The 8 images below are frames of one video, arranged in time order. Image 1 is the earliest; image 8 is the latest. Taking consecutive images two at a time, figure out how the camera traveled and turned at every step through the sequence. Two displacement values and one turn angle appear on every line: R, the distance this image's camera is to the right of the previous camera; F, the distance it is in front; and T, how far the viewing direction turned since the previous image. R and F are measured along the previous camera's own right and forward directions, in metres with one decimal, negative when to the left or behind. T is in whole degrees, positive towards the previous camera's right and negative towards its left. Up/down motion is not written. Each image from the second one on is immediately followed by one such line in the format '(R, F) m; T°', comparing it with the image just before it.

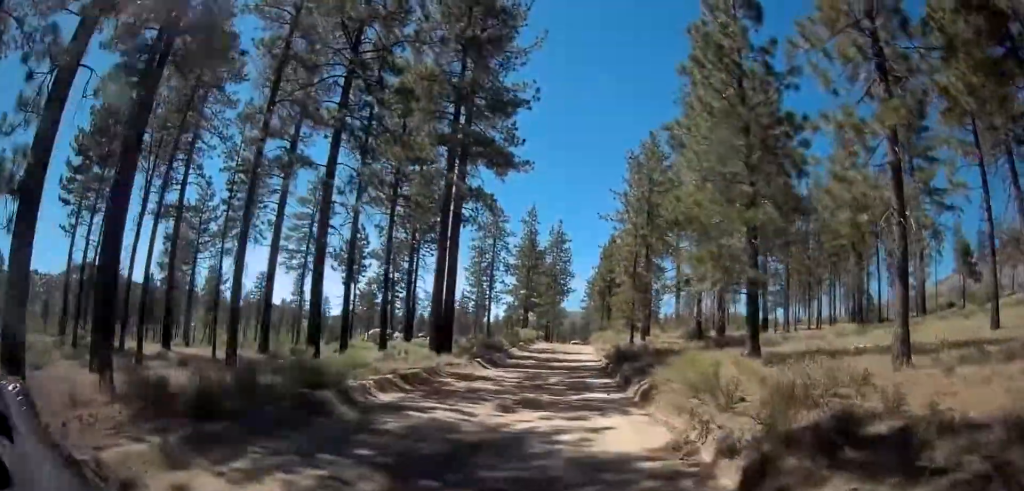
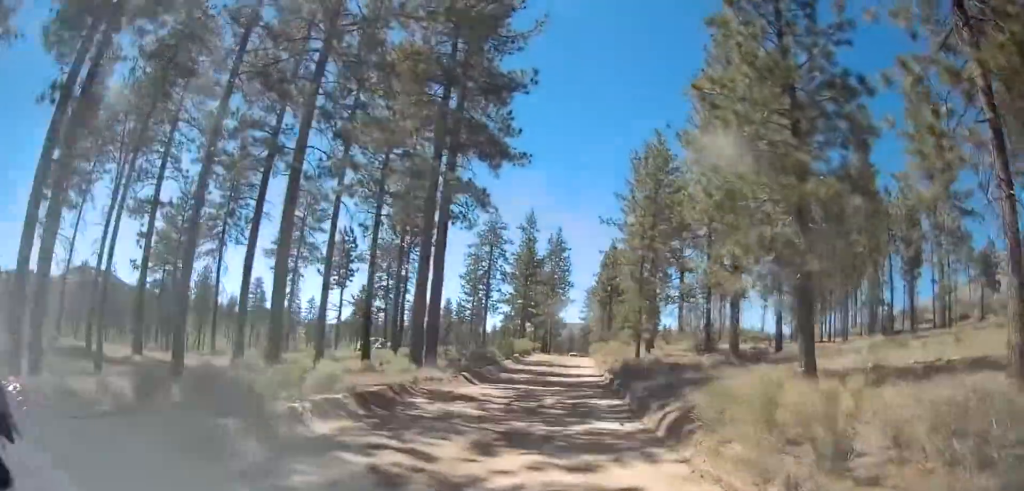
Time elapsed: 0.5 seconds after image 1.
(+0.4, +3.5) m; 0°
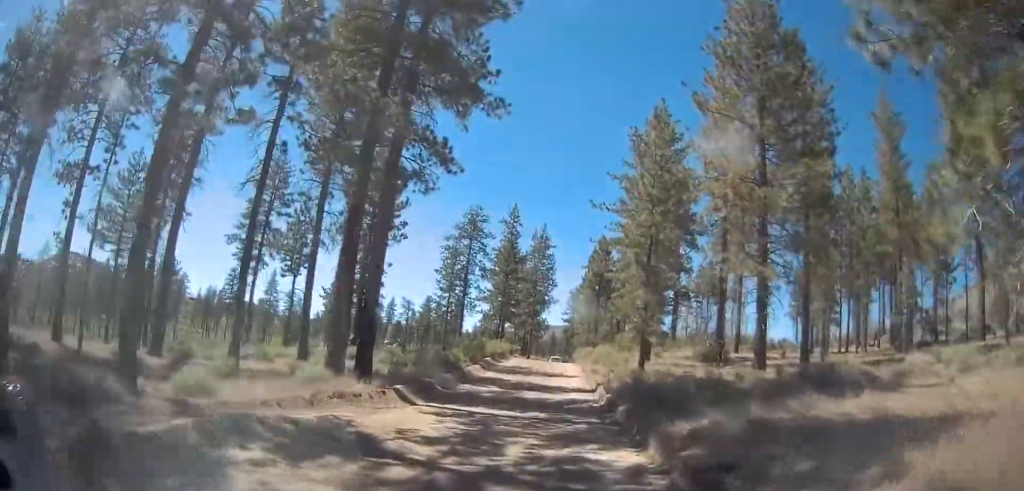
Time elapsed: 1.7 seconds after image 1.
(-0.3, +7.9) m; -2°
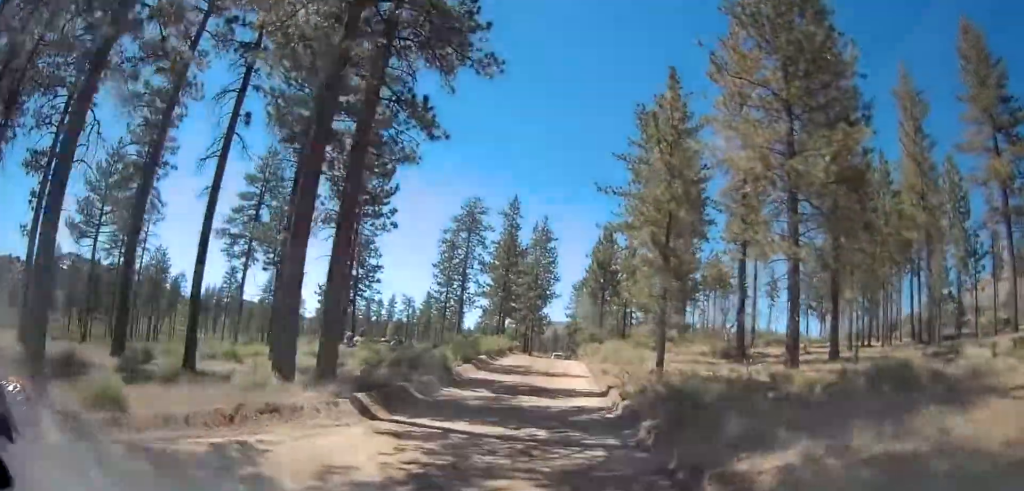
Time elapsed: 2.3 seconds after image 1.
(0.0, +3.9) m; 0°
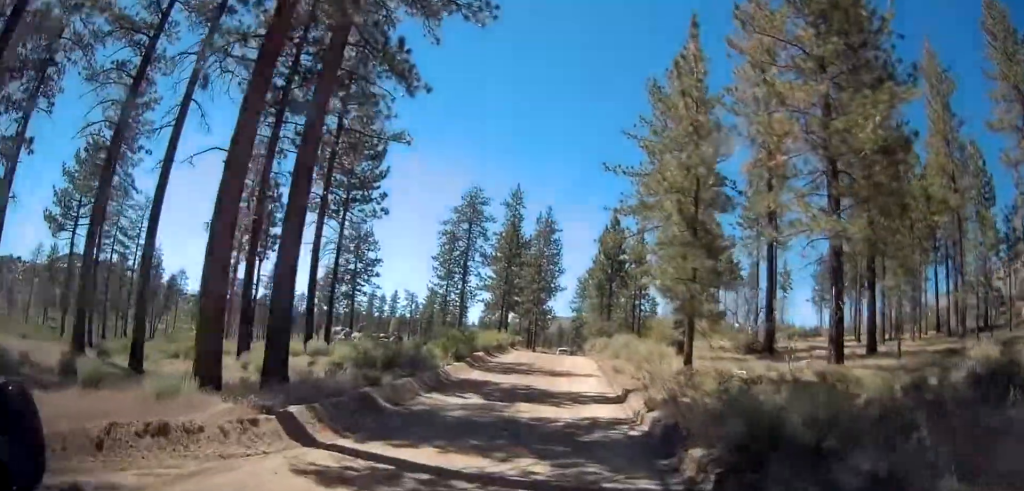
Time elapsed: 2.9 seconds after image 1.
(+0.3, +3.8) m; 0°
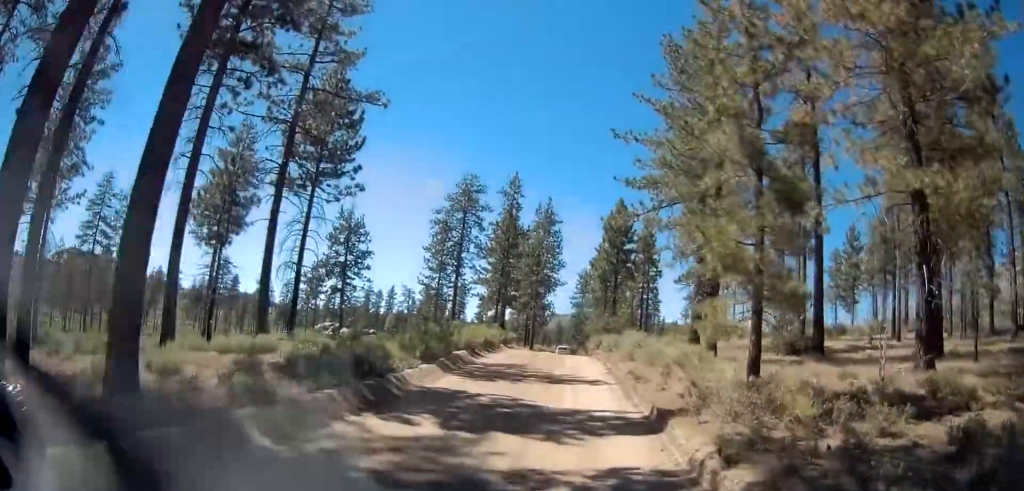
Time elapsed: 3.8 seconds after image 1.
(-0.4, +5.8) m; +1°
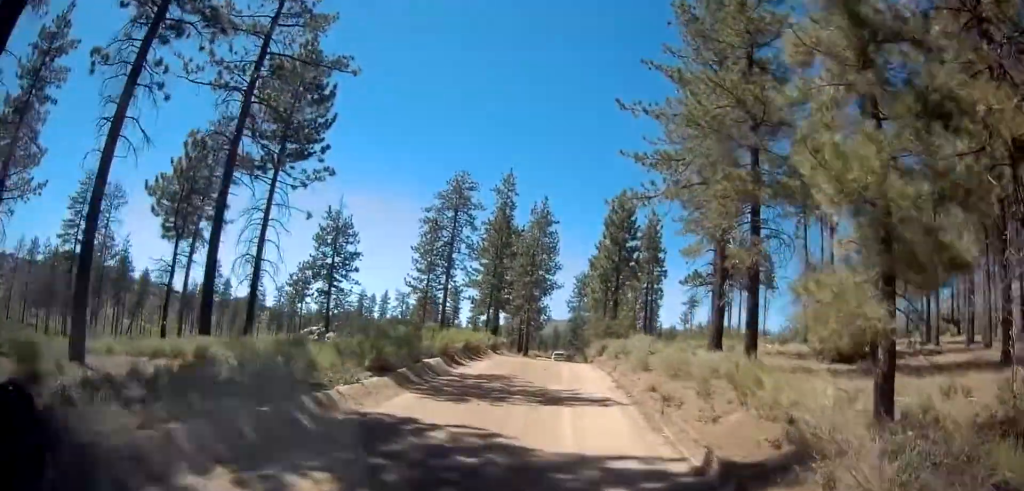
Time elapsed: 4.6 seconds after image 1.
(+0.3, +4.9) m; +4°
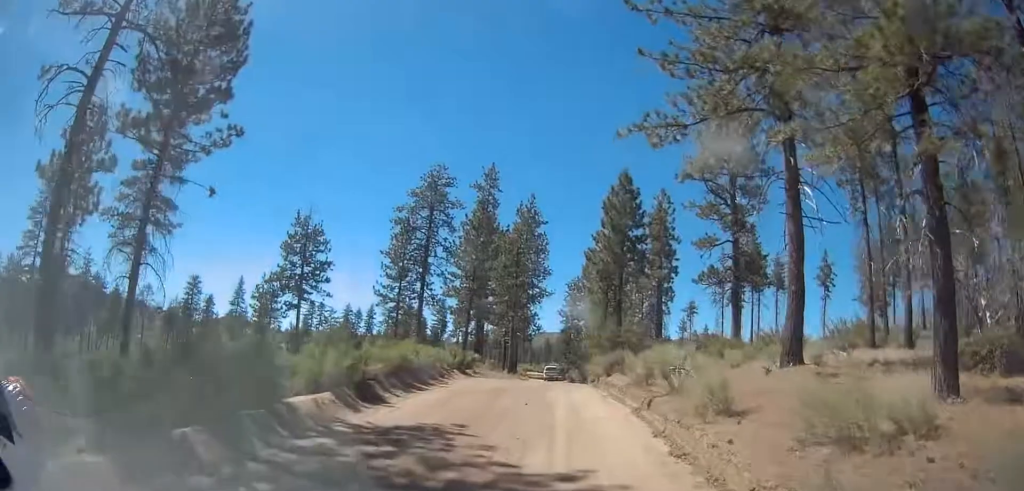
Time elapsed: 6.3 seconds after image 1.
(+0.5, +10.5) m; +2°
